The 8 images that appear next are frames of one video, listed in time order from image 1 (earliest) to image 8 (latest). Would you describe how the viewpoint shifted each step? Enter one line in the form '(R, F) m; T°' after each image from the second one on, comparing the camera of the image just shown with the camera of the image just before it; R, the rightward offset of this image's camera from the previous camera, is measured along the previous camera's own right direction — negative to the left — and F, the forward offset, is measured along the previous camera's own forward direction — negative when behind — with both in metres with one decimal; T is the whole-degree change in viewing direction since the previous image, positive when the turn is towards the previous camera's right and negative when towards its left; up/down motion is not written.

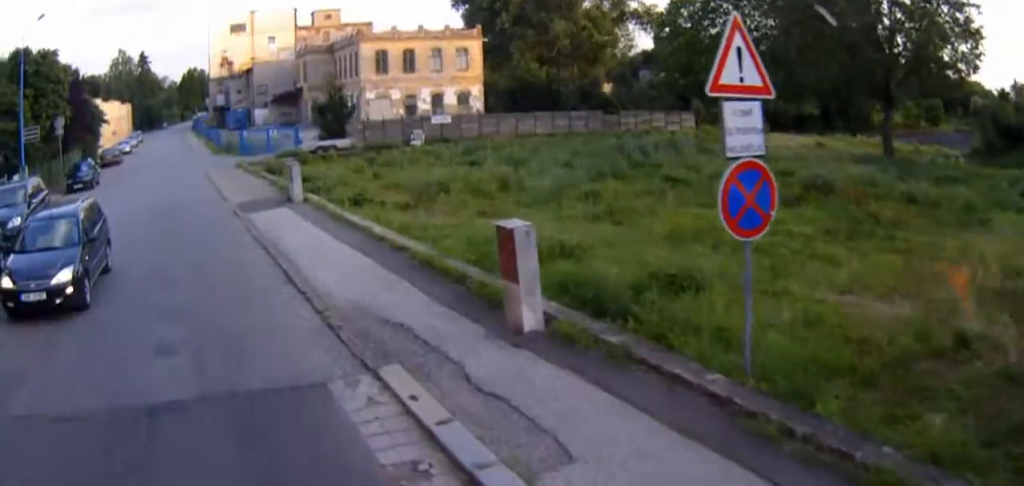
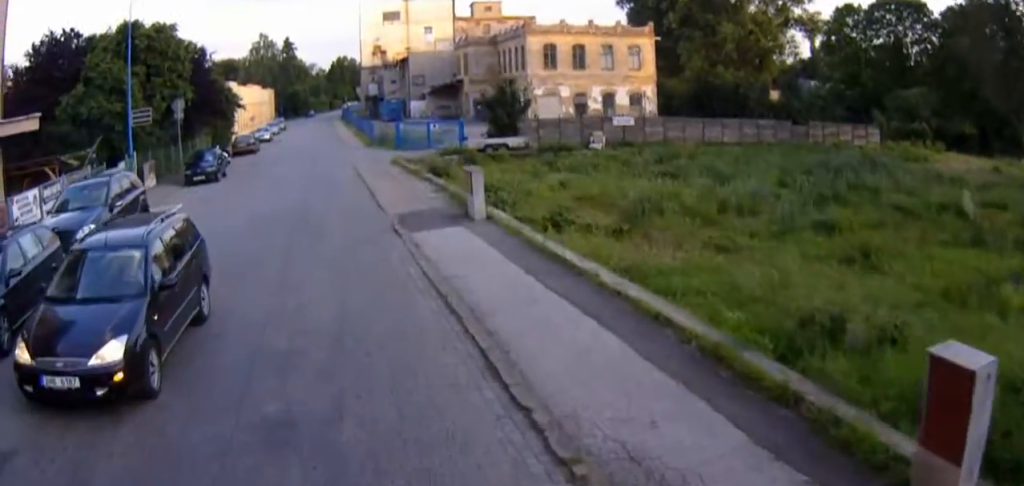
(-0.2, +4.7) m; -2°
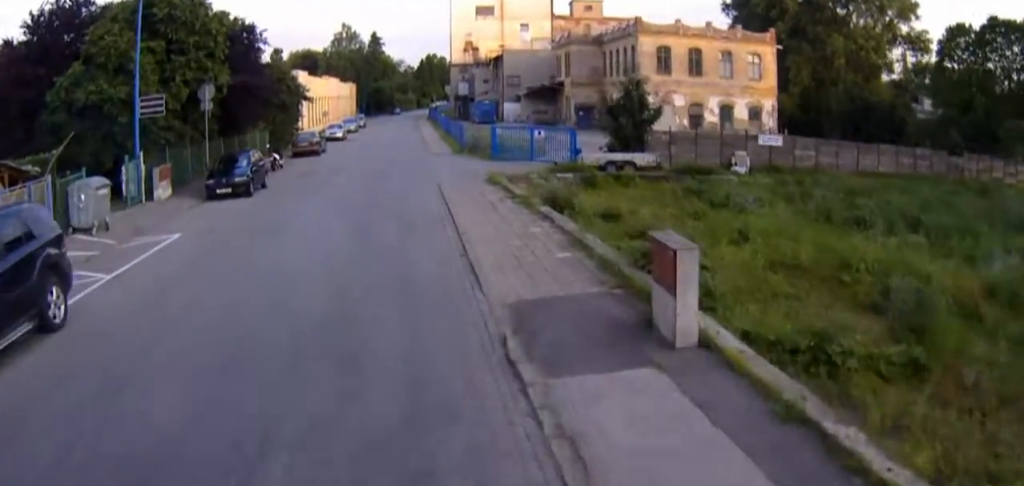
(+0.1, +8.1) m; -16°
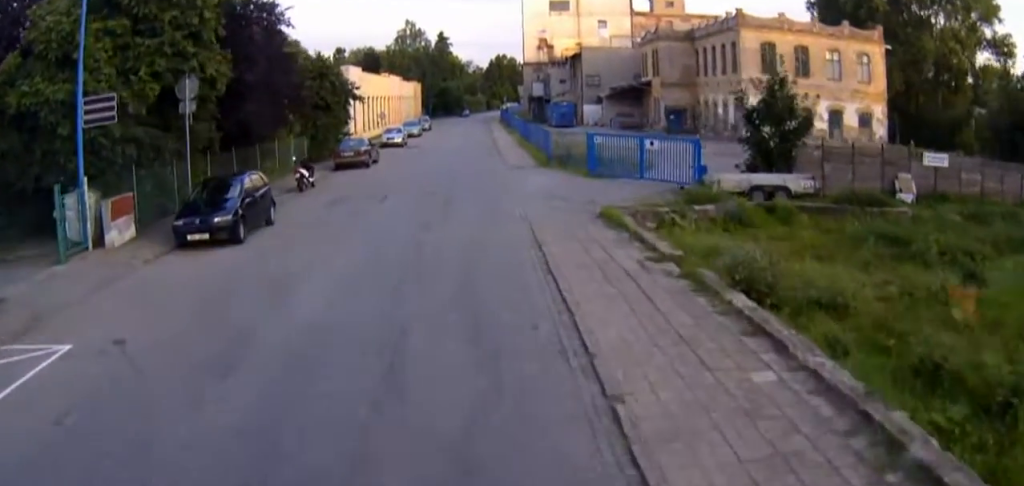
(-1.9, +7.3) m; -11°
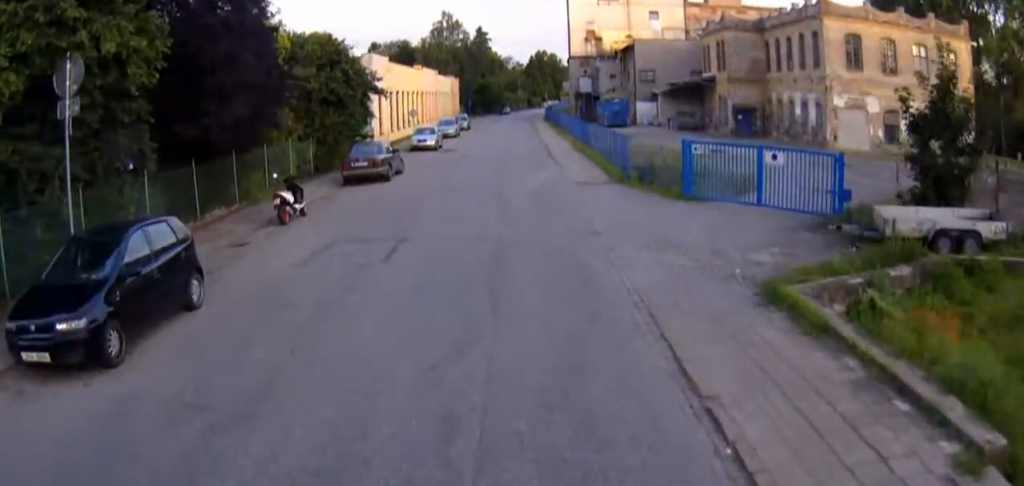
(+0.4, +7.2) m; +2°
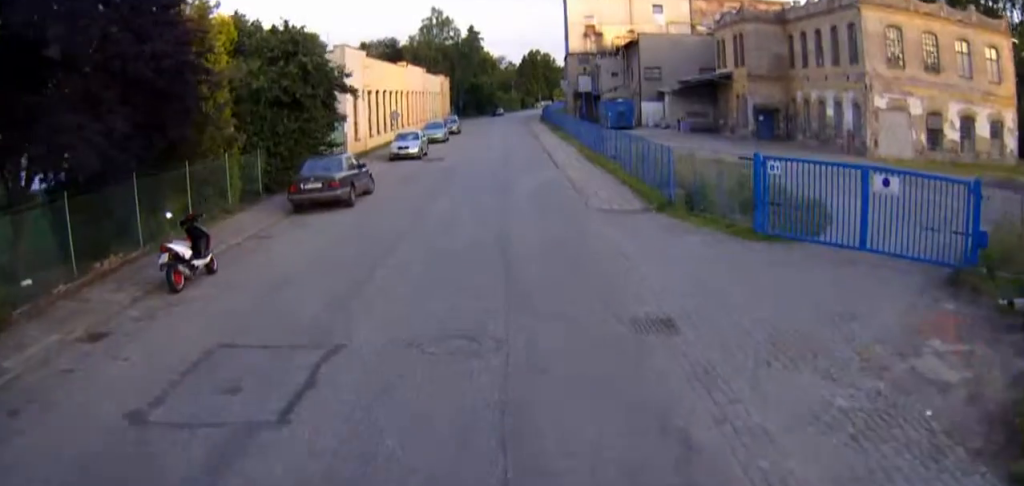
(-0.1, +5.8) m; +1°
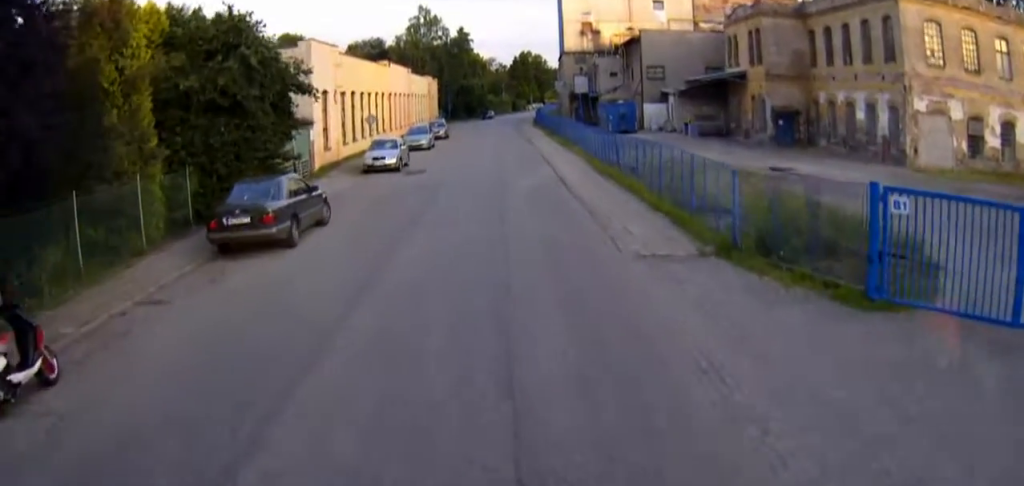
(+0.2, +5.1) m; 0°
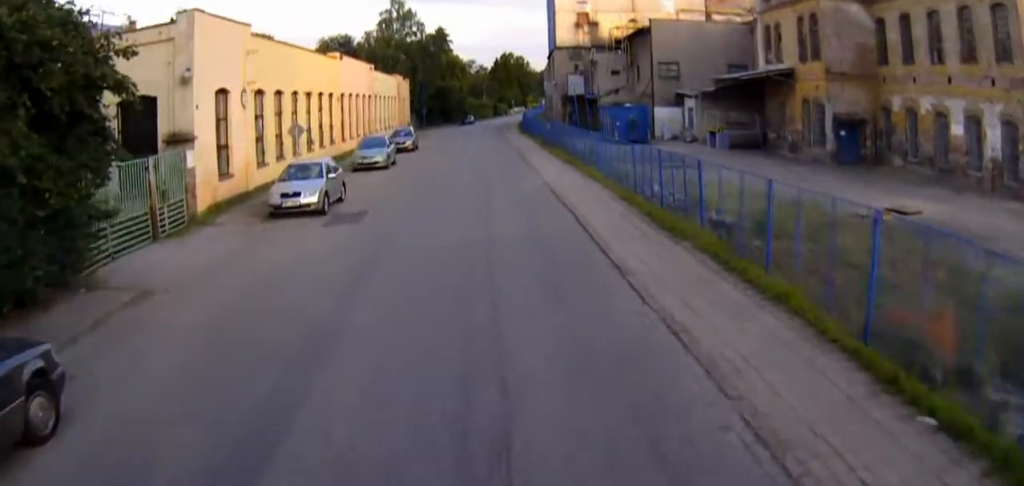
(-0.1, +10.6) m; +4°
